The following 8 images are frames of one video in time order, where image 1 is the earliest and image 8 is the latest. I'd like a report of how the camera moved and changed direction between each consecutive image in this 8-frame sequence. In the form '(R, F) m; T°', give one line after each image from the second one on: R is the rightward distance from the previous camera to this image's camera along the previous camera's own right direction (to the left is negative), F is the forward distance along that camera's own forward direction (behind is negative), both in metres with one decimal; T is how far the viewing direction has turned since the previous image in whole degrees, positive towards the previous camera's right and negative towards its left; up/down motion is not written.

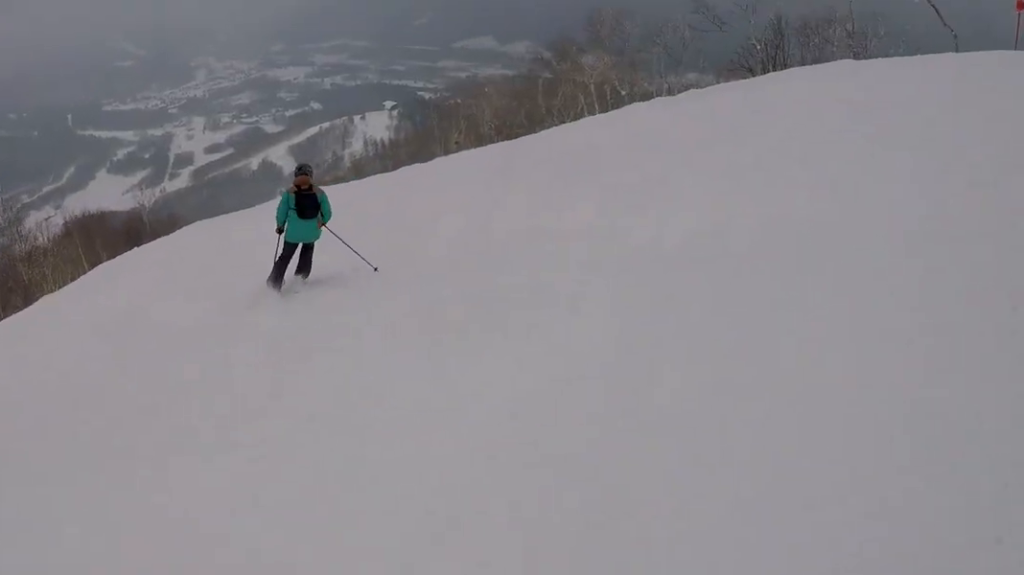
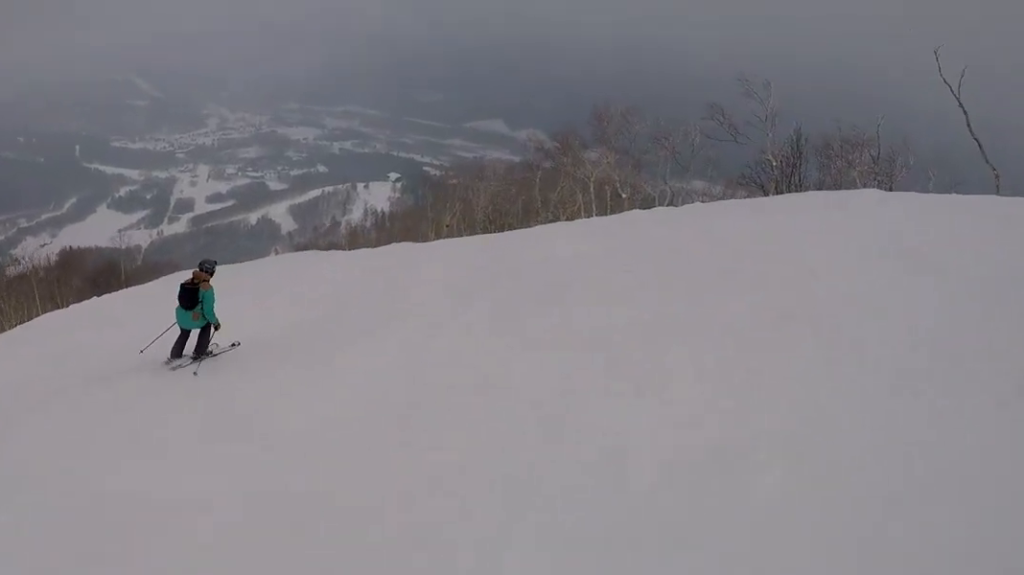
(+0.6, +2.2) m; 0°
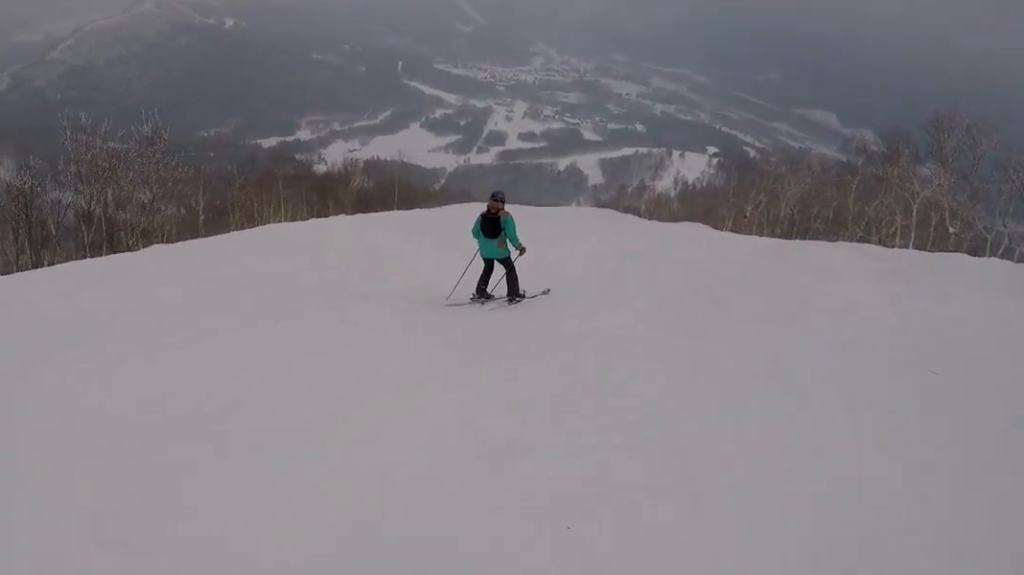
(0.0, +3.0) m; -16°
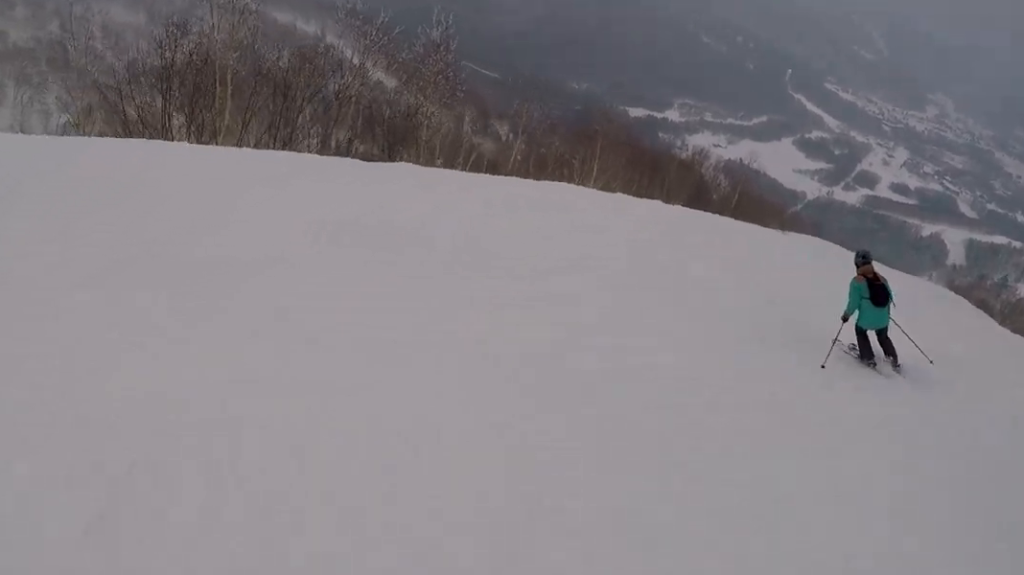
(-0.6, +2.8) m; -23°
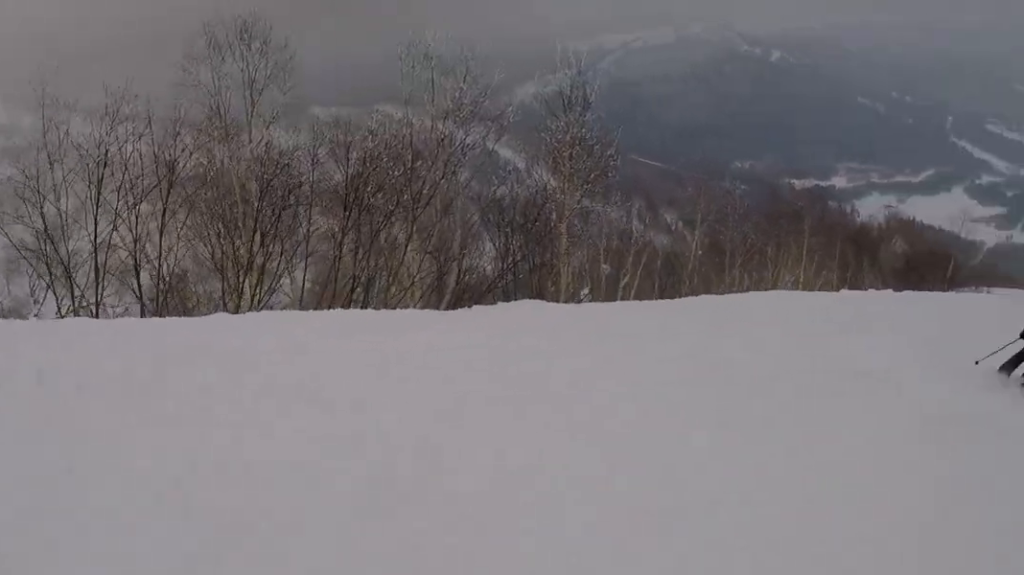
(-1.4, +5.2) m; -5°
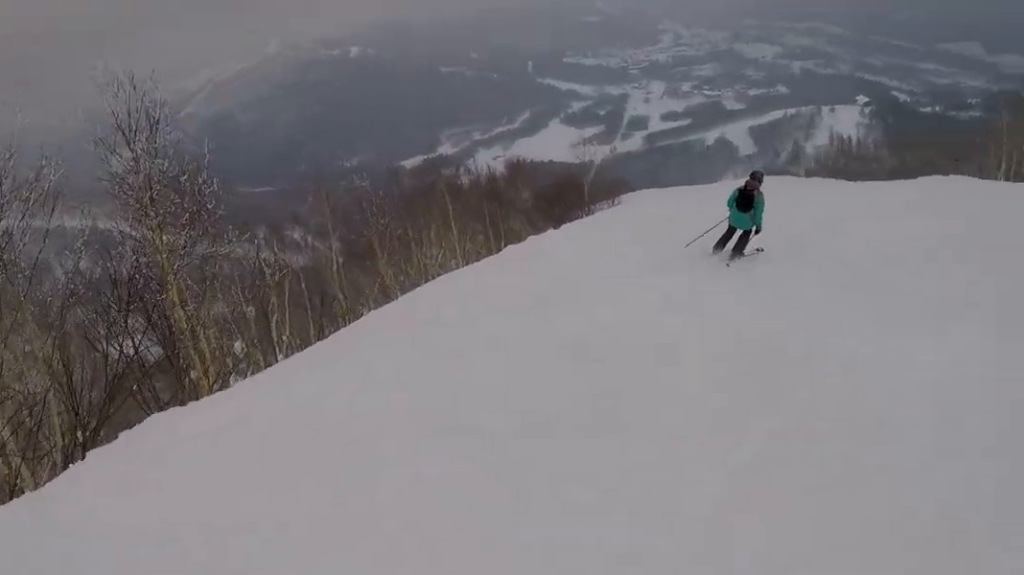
(-0.5, +1.8) m; +12°
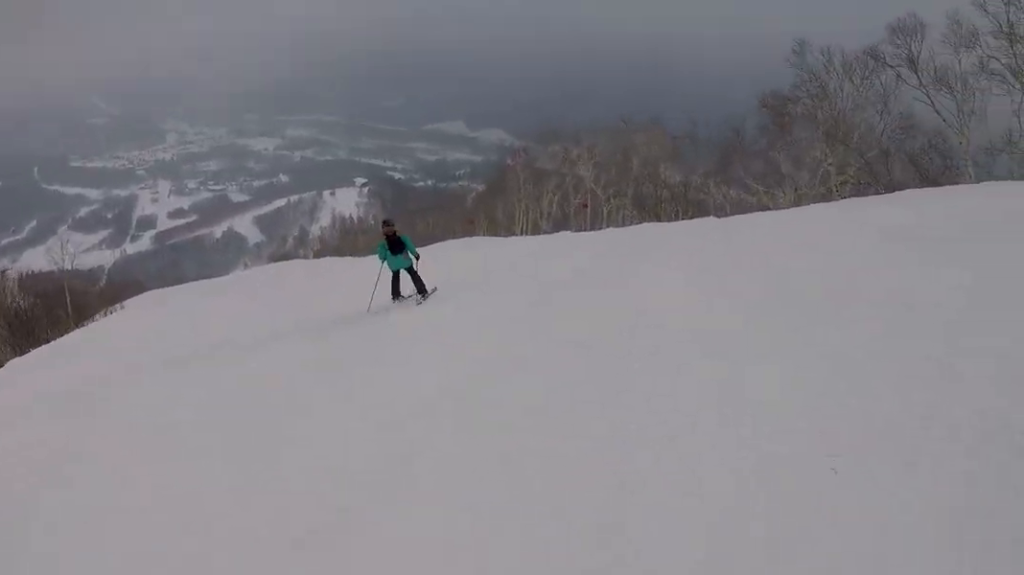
(+2.1, +4.4) m; +26°
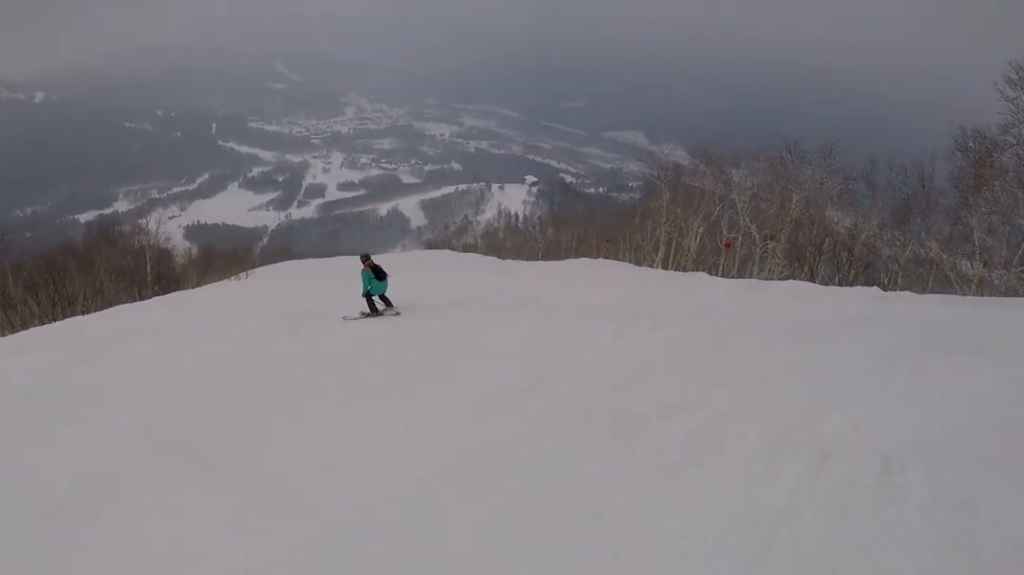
(-0.1, +4.9) m; -6°
